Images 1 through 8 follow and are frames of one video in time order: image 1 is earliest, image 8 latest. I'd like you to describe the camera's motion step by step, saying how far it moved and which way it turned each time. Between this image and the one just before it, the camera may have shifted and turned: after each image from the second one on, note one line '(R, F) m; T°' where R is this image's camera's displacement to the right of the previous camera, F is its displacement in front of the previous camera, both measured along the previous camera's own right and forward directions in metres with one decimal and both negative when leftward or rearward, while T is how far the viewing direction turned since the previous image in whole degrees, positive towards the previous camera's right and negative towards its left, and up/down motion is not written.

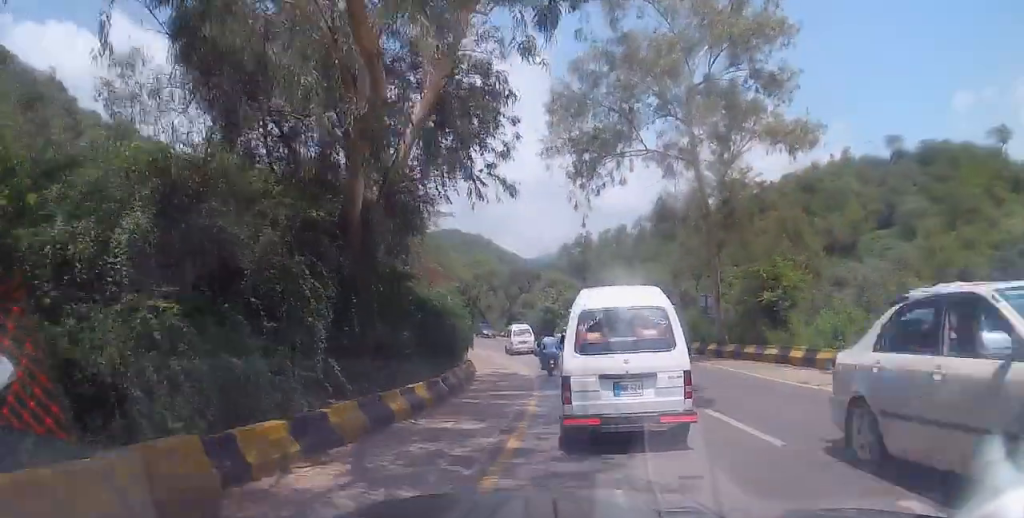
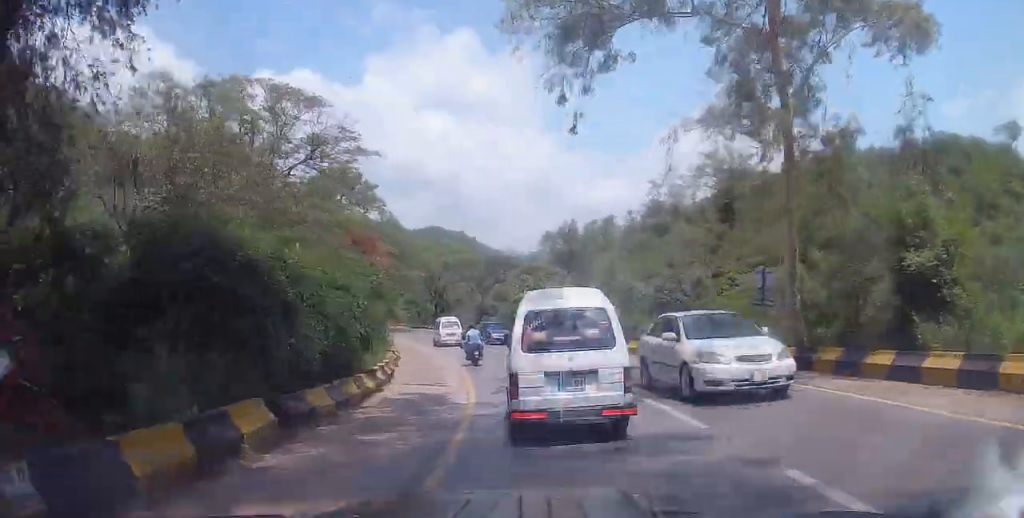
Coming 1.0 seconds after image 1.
(+0.2, +10.6) m; +2°
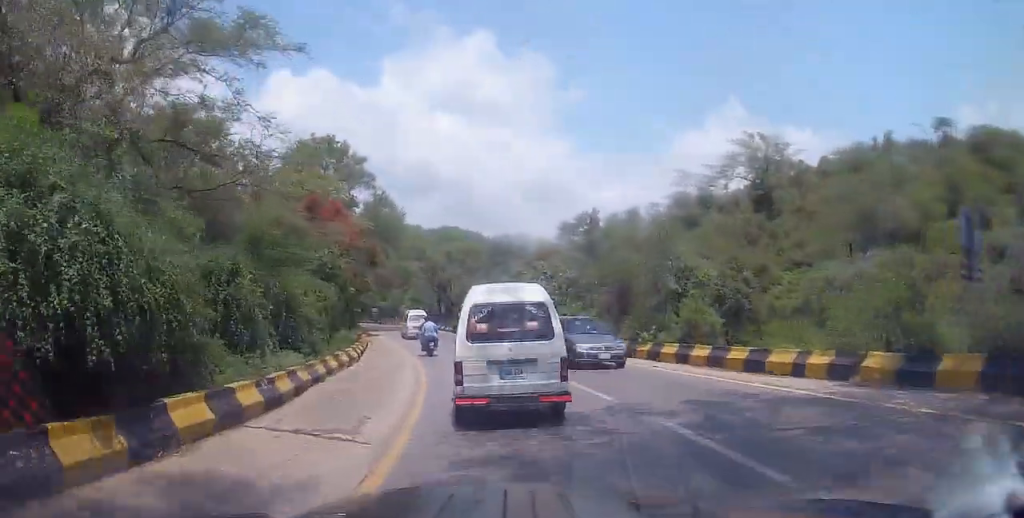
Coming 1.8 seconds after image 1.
(+0.1, +9.1) m; -2°
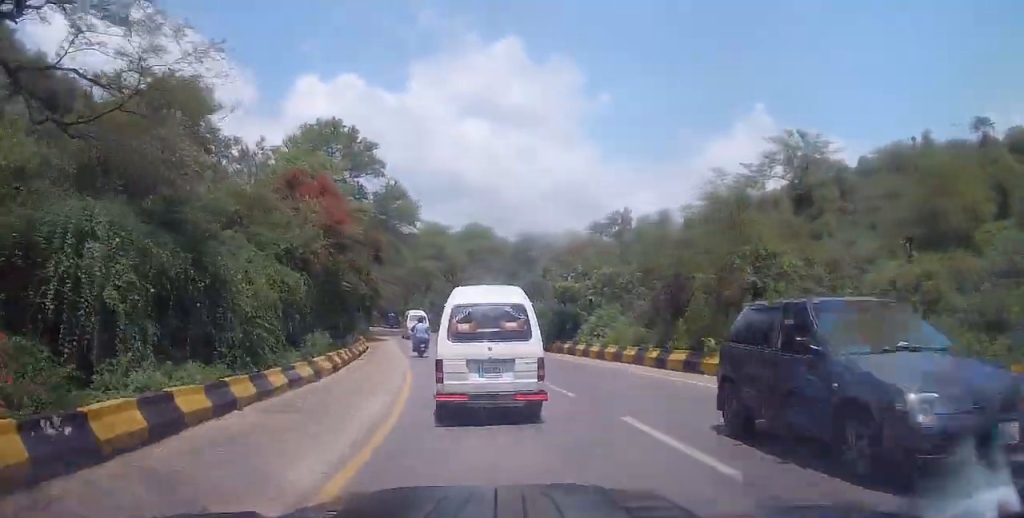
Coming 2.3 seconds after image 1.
(+0.1, +5.1) m; -2°
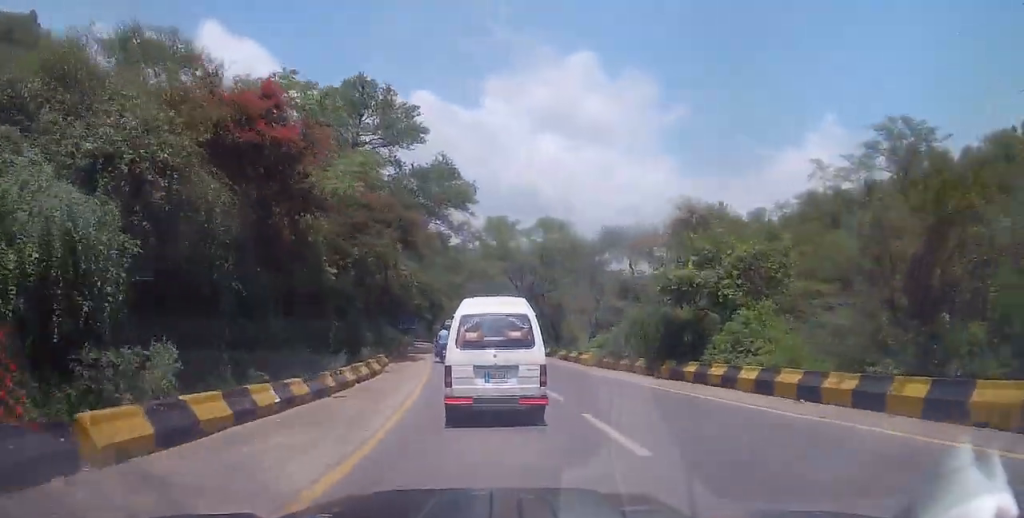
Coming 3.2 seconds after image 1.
(-0.7, +10.5) m; -6°
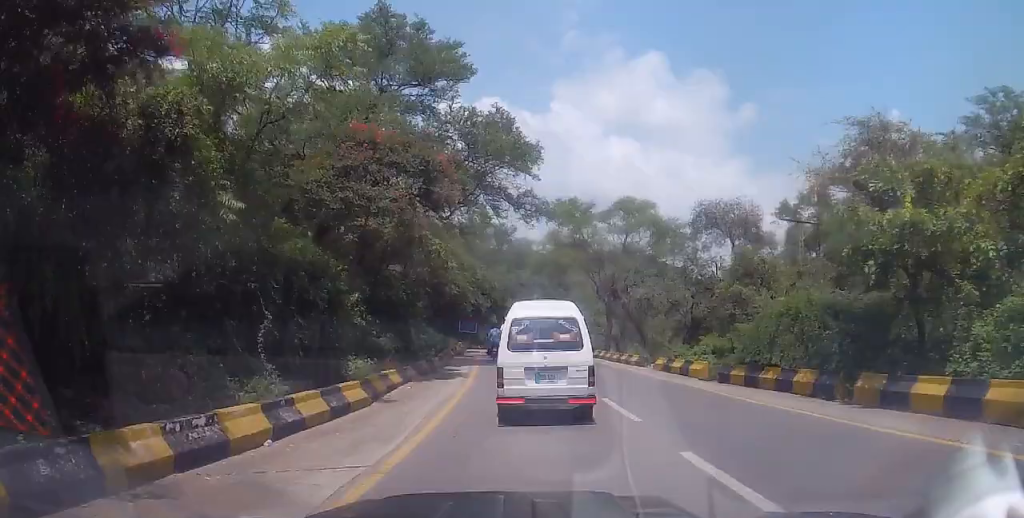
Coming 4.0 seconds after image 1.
(-0.3, +8.9) m; -4°
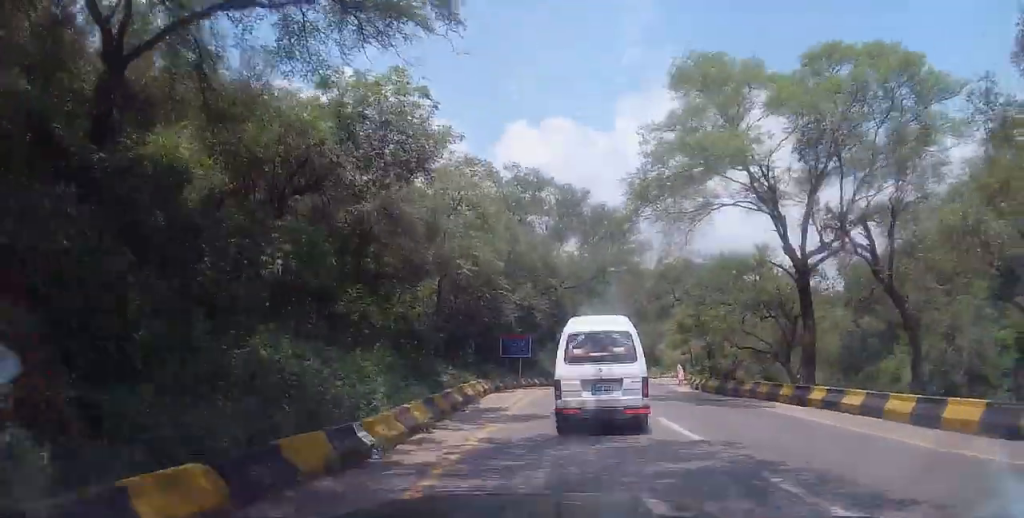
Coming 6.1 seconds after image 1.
(-1.6, +24.3) m; -5°
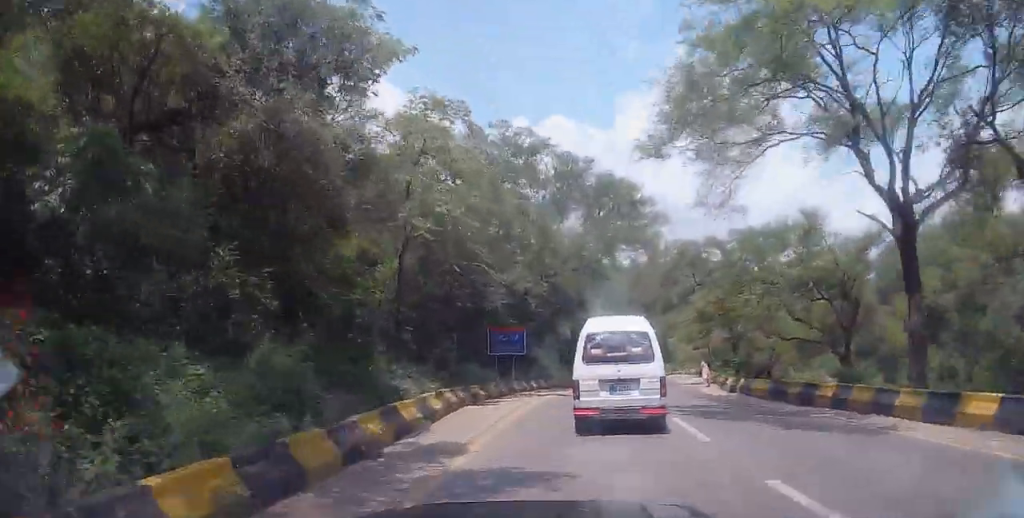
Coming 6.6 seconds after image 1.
(0.0, +6.4) m; -1°
